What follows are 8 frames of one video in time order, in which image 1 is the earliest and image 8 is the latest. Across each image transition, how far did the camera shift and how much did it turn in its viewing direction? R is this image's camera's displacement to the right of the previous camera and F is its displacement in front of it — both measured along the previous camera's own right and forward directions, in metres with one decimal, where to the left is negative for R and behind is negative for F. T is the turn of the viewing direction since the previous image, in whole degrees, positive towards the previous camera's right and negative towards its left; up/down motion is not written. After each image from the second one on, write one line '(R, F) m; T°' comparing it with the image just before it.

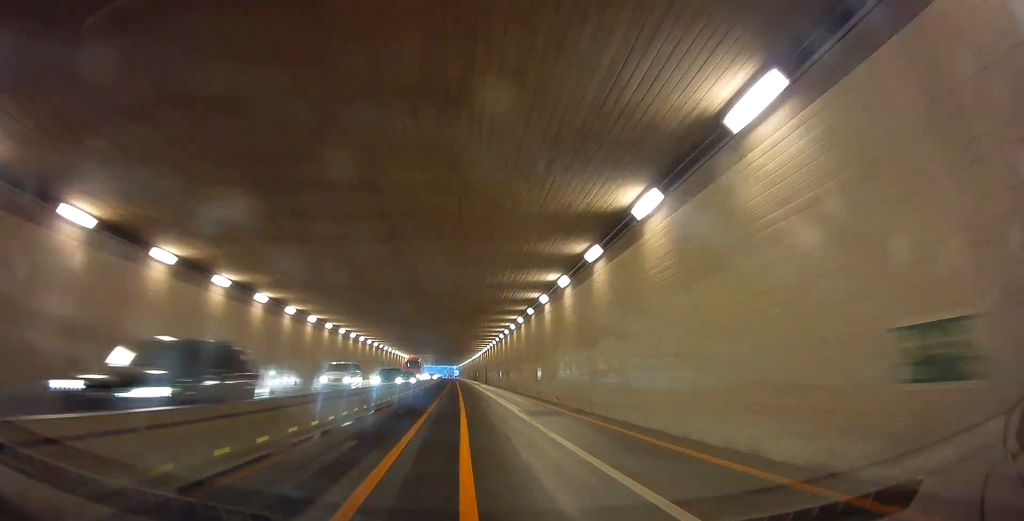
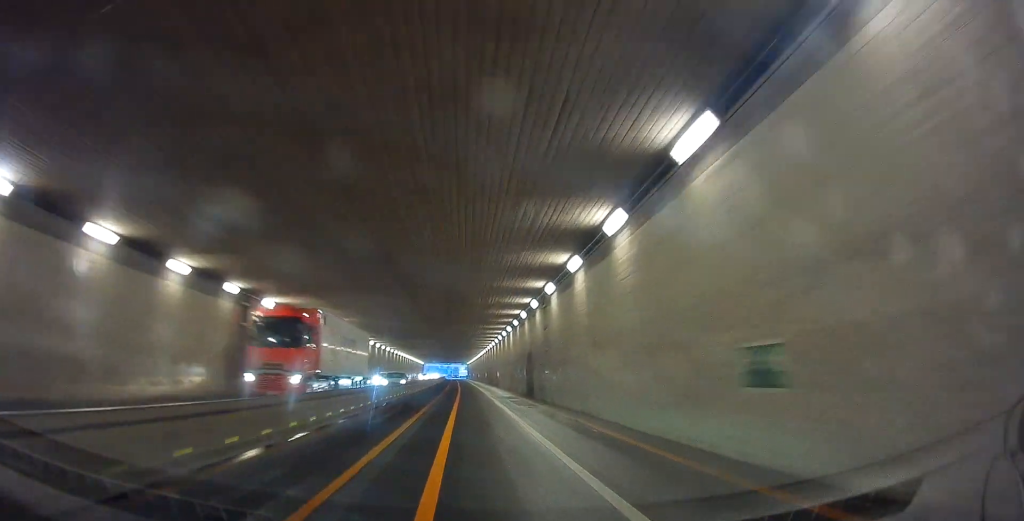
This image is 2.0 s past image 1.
(0.0, +46.0) m; 0°
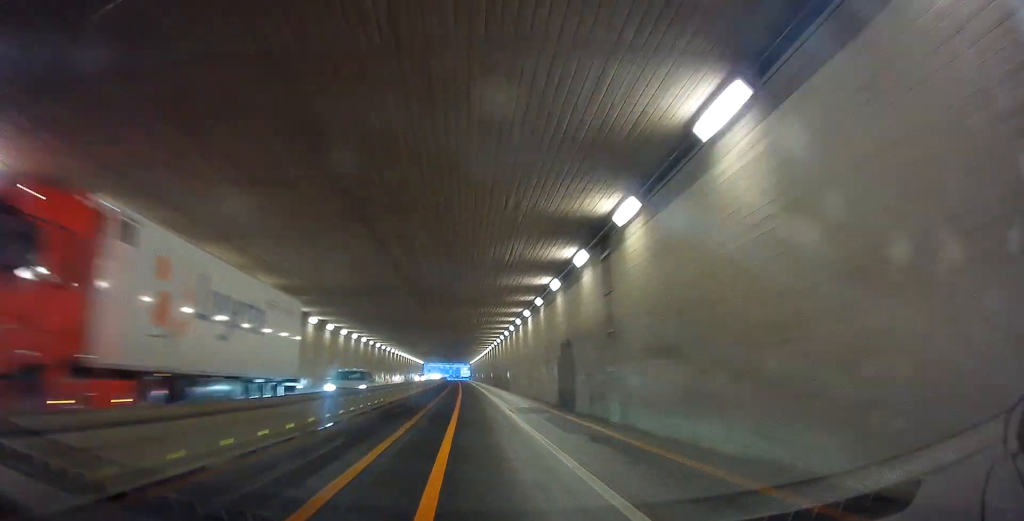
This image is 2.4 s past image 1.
(0.0, +10.2) m; 0°
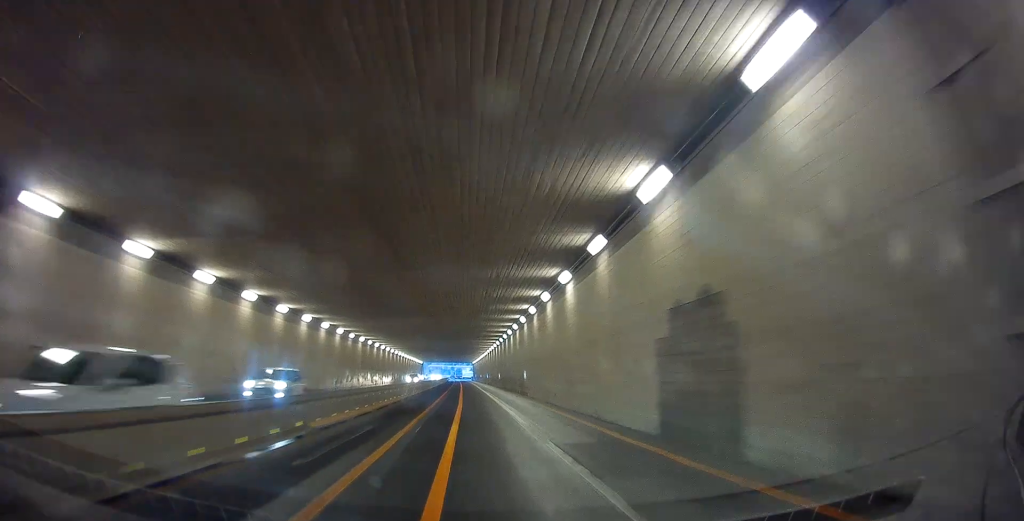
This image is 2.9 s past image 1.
(0.0, +11.0) m; 0°
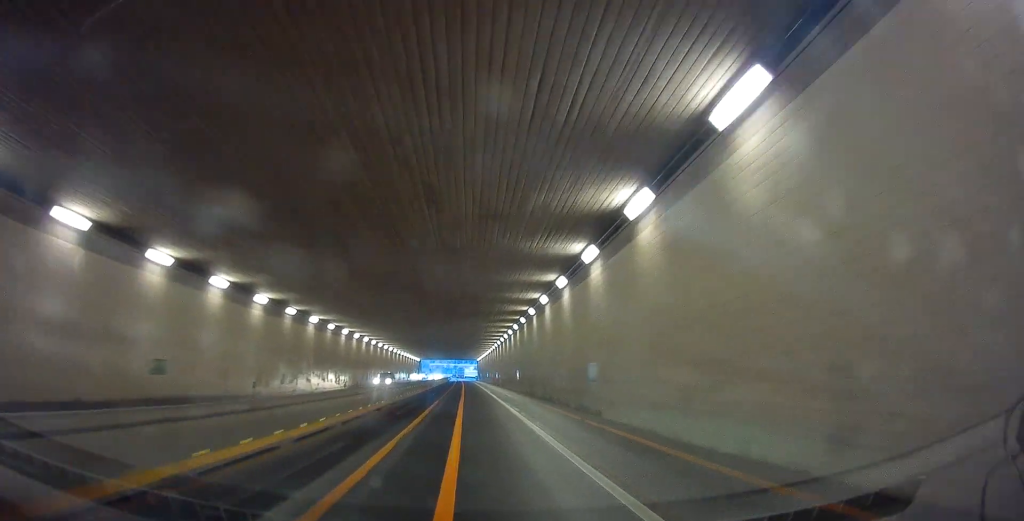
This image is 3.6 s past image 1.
(0.0, +18.0) m; 0°
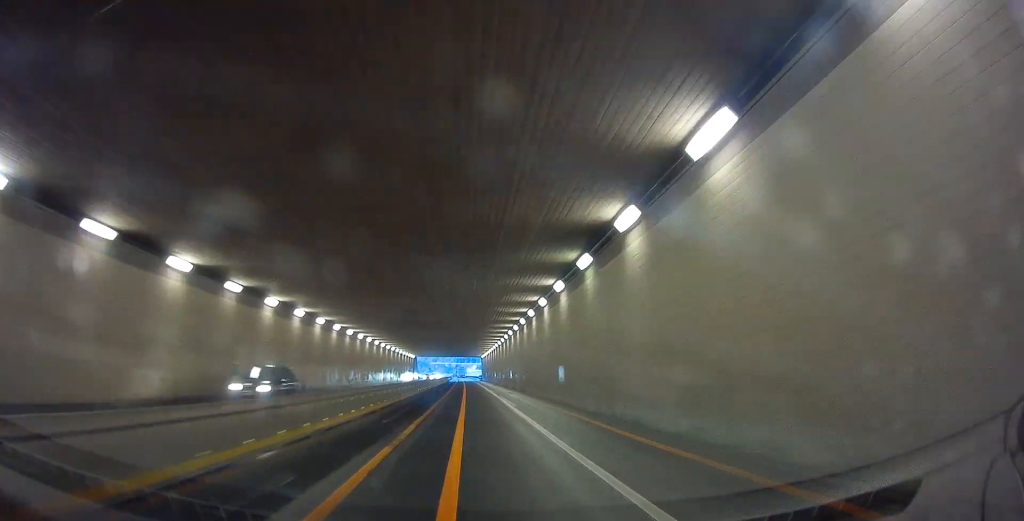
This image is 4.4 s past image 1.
(0.0, +18.1) m; 0°
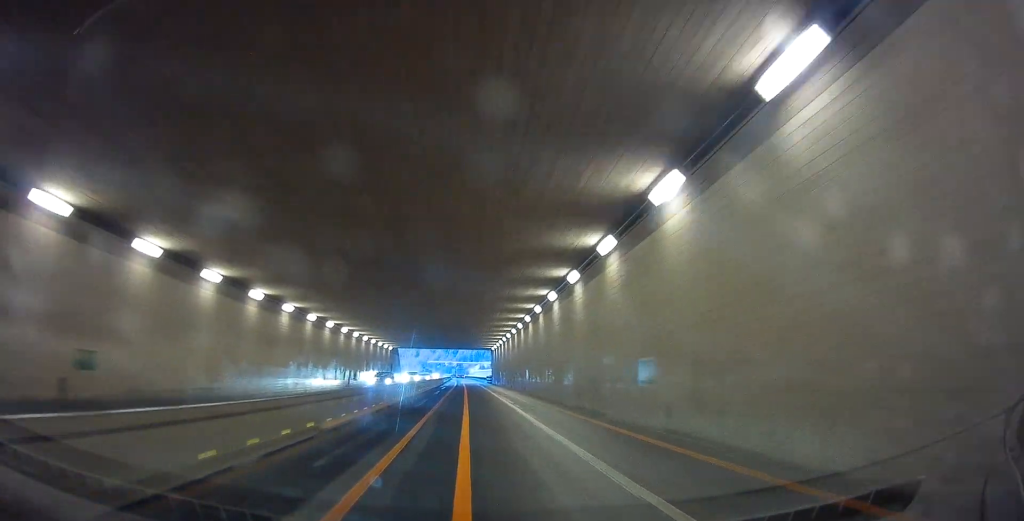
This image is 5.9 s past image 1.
(0.0, +35.4) m; 0°
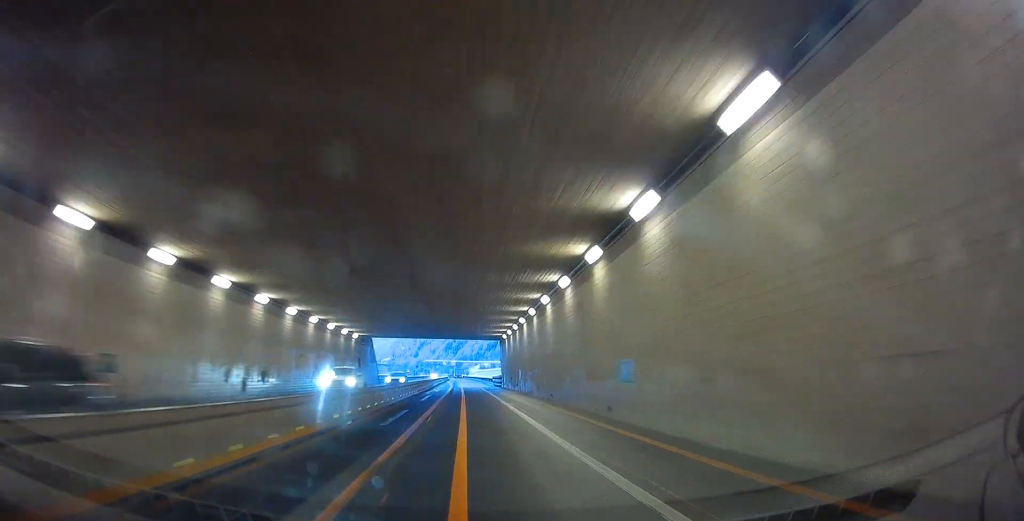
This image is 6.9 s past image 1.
(0.0, +22.9) m; 0°
